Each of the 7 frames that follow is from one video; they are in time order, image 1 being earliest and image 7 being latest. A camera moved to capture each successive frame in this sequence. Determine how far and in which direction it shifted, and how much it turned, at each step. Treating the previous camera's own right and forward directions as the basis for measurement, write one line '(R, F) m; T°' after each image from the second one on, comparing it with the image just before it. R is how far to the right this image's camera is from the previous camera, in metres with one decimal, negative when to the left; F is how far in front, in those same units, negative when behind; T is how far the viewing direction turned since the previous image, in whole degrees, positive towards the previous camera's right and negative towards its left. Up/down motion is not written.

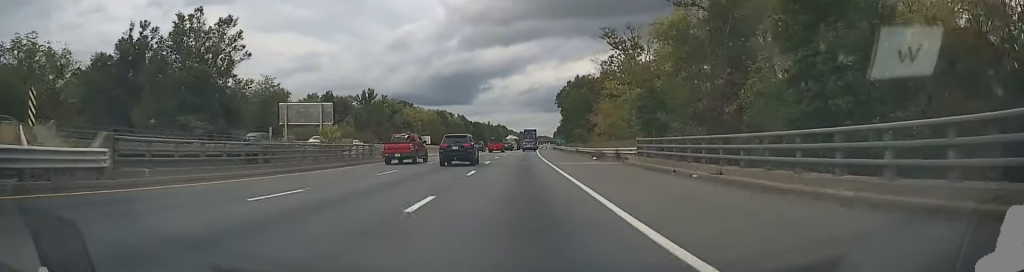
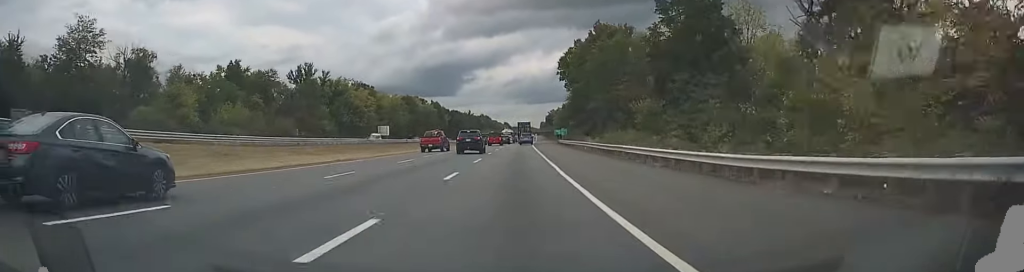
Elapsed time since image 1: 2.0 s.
(+0.4, +50.8) m; +1°
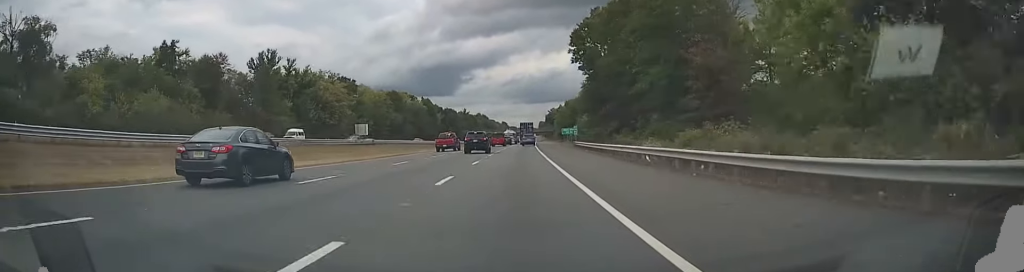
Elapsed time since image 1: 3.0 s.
(+0.2, +26.7) m; +1°
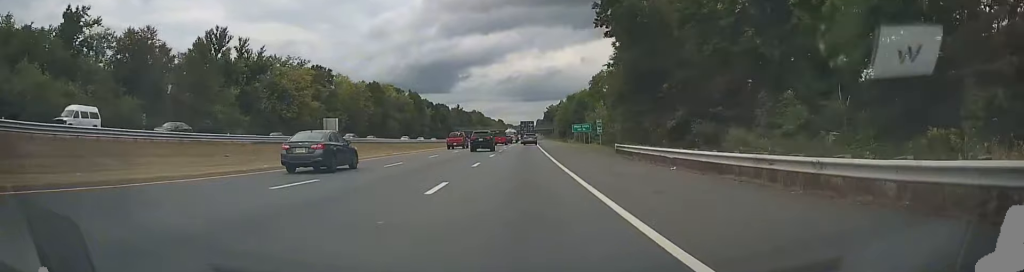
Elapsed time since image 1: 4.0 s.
(+0.1, +25.3) m; +1°
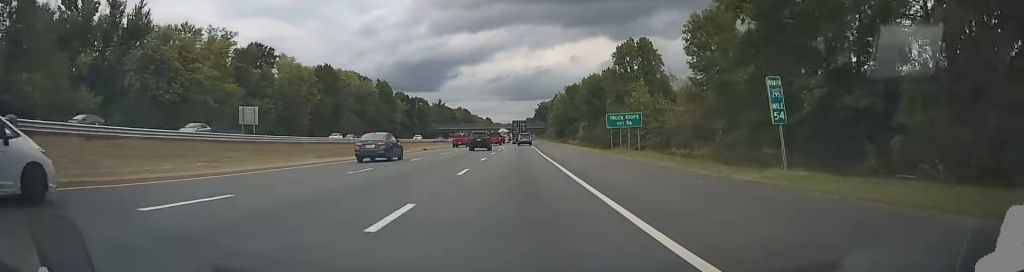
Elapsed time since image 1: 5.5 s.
(+0.2, +37.1) m; 0°
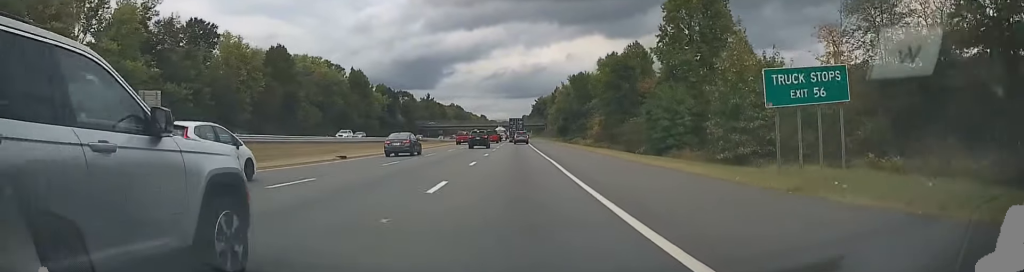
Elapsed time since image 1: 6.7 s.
(0.0, +29.2) m; 0°
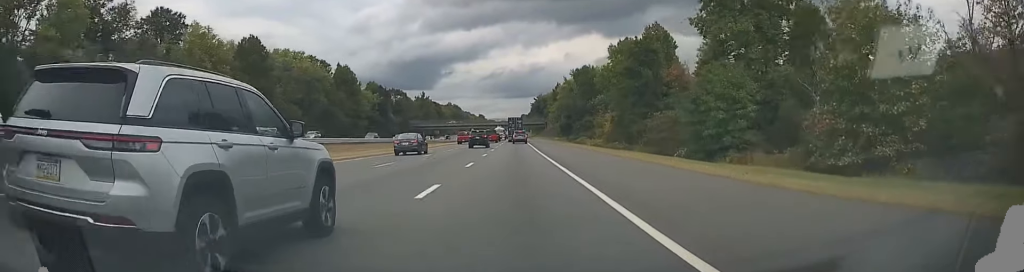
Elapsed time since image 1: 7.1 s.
(+0.1, +12.5) m; 0°
